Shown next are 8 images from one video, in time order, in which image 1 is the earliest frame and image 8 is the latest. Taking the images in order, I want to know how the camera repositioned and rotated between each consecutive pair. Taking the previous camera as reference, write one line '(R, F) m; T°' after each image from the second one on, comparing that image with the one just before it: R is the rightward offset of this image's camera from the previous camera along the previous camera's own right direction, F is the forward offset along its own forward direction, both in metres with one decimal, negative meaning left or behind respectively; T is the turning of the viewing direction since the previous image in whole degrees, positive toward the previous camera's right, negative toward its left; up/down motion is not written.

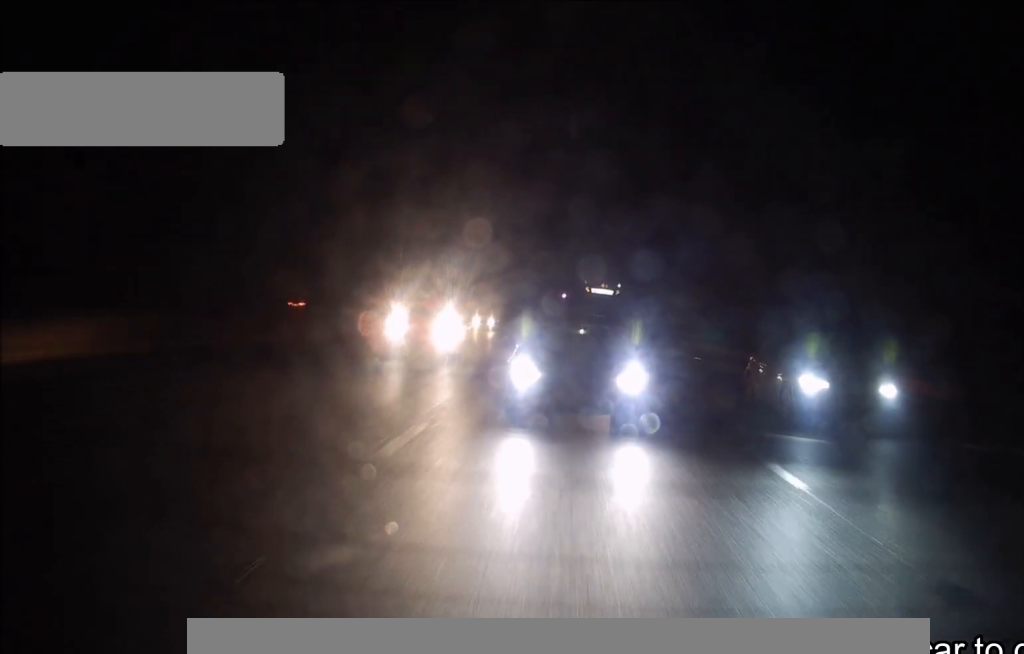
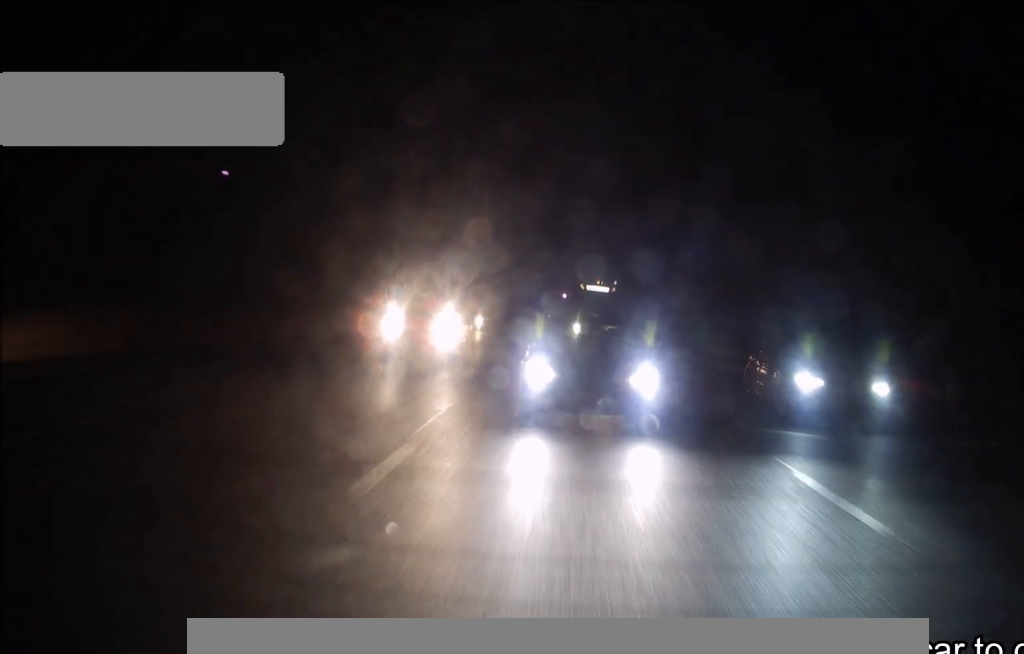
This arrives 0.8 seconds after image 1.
(+0.2, +17.0) m; 0°
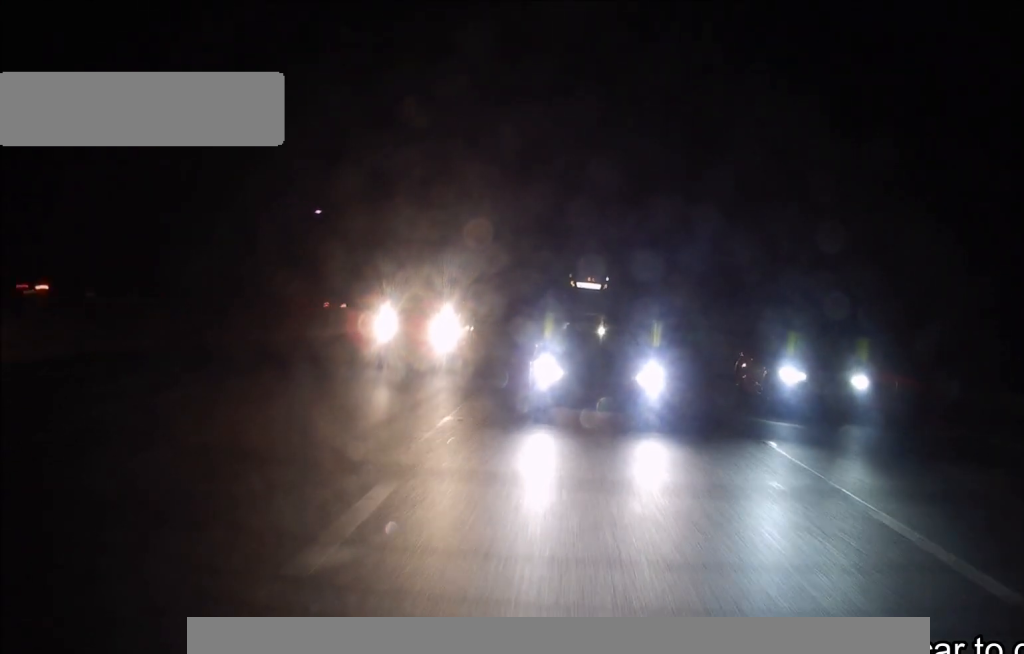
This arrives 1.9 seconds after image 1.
(-0.2, +25.1) m; -1°
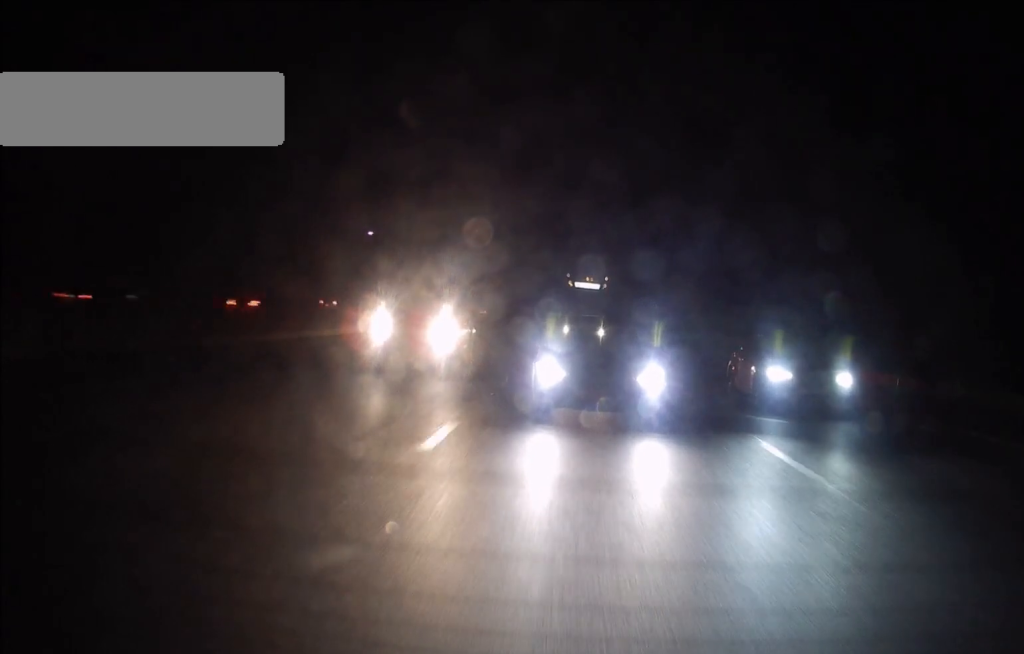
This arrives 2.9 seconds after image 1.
(-0.1, +21.4) m; 0°
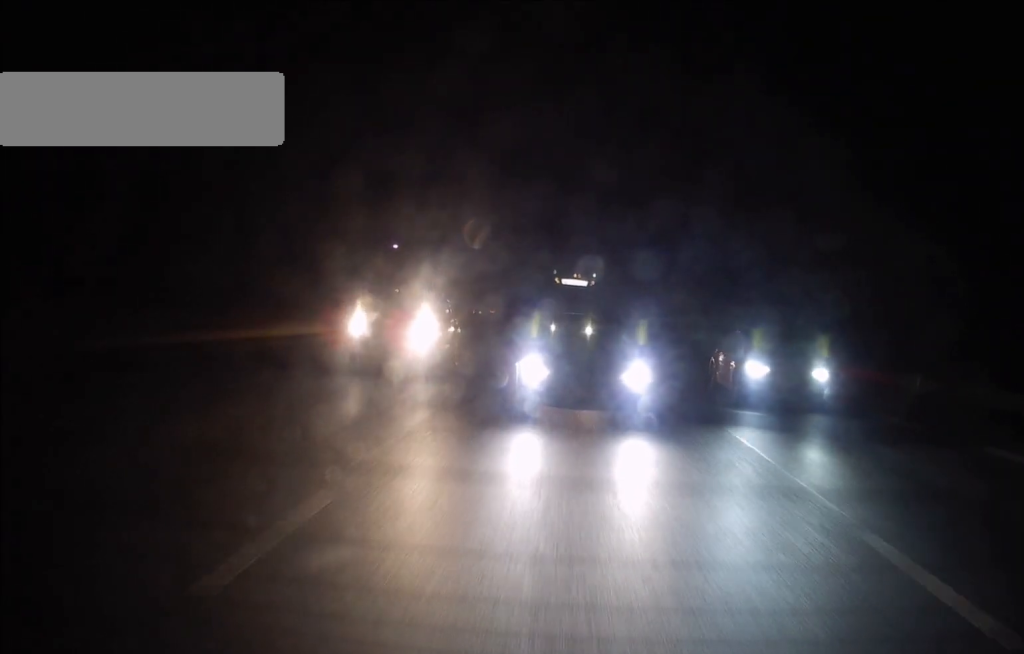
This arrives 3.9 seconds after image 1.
(+0.2, +22.8) m; +1°
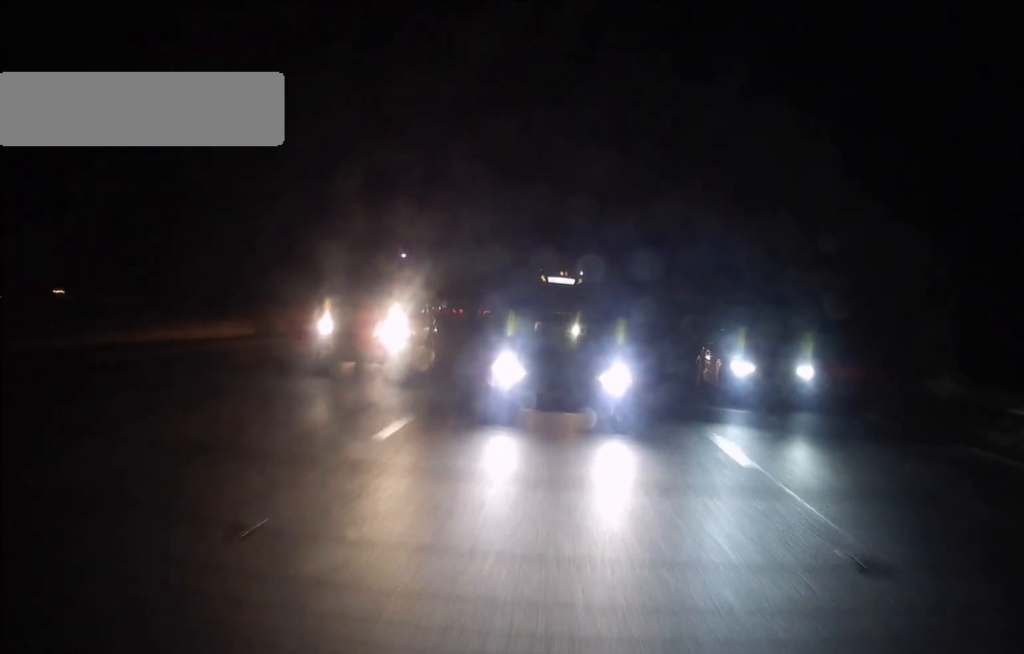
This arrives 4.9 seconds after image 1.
(+0.1, +22.6) m; 0°
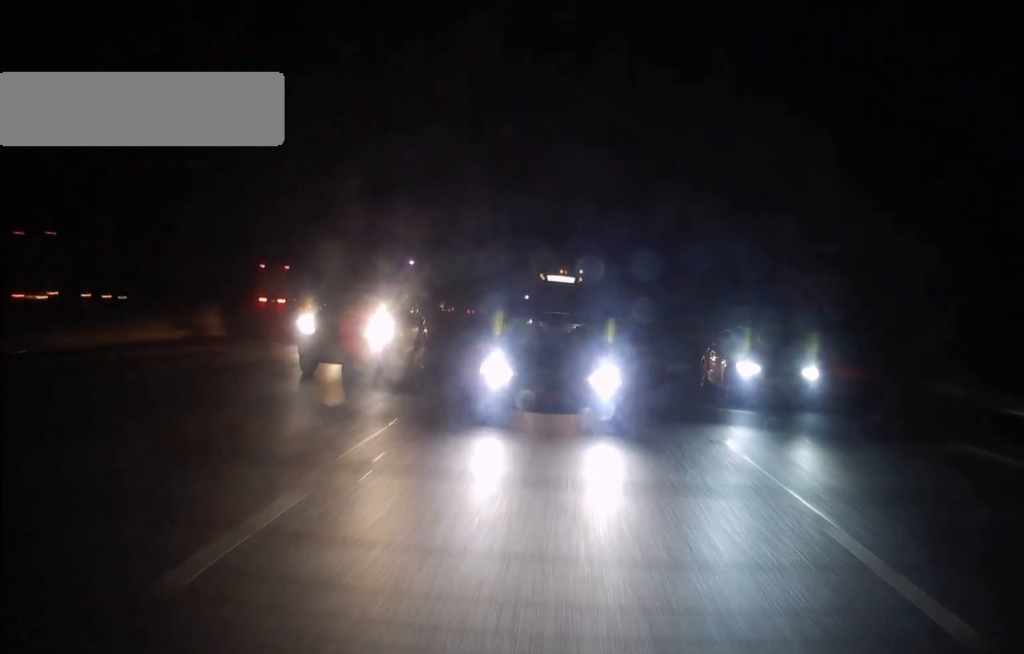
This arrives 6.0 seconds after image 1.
(+0.1, +22.4) m; +1°
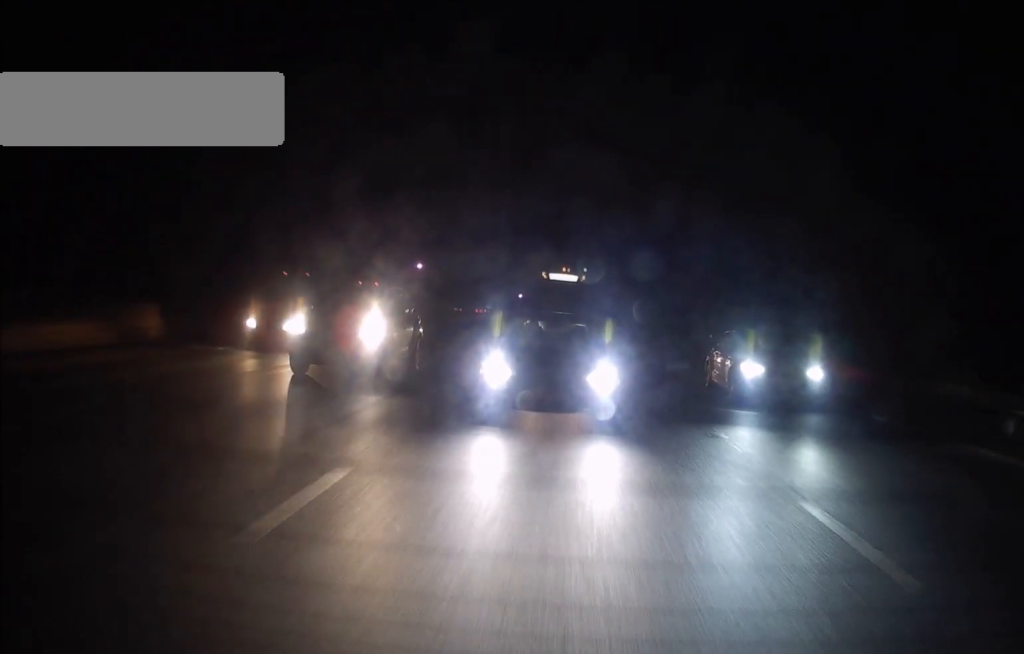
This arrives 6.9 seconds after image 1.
(+0.3, +19.4) m; +1°
